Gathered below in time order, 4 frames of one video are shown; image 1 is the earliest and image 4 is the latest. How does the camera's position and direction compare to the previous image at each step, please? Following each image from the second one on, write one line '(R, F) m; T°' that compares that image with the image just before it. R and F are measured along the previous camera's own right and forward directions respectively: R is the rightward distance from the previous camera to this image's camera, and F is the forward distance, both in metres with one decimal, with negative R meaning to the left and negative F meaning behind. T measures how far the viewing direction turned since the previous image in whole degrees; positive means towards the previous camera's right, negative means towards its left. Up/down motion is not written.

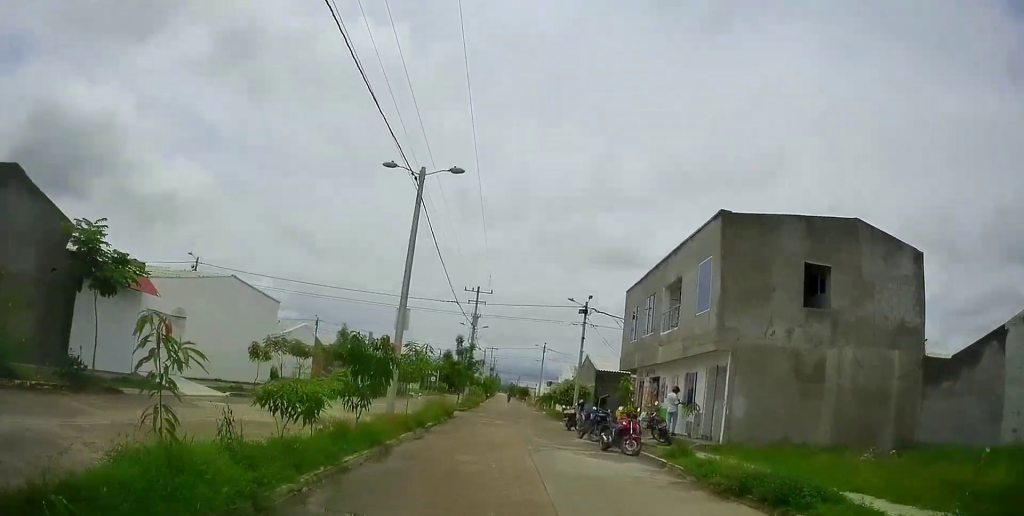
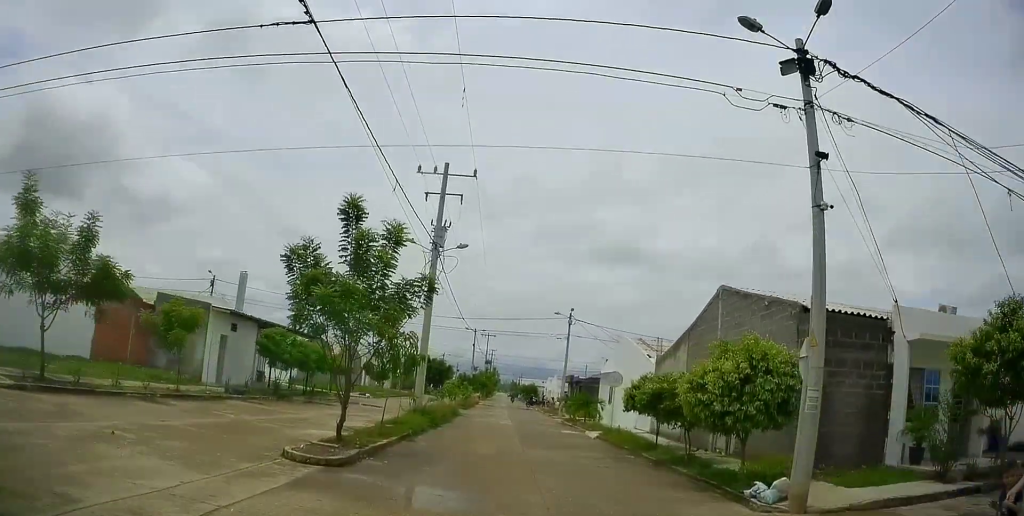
(-0.6, +31.5) m; +2°
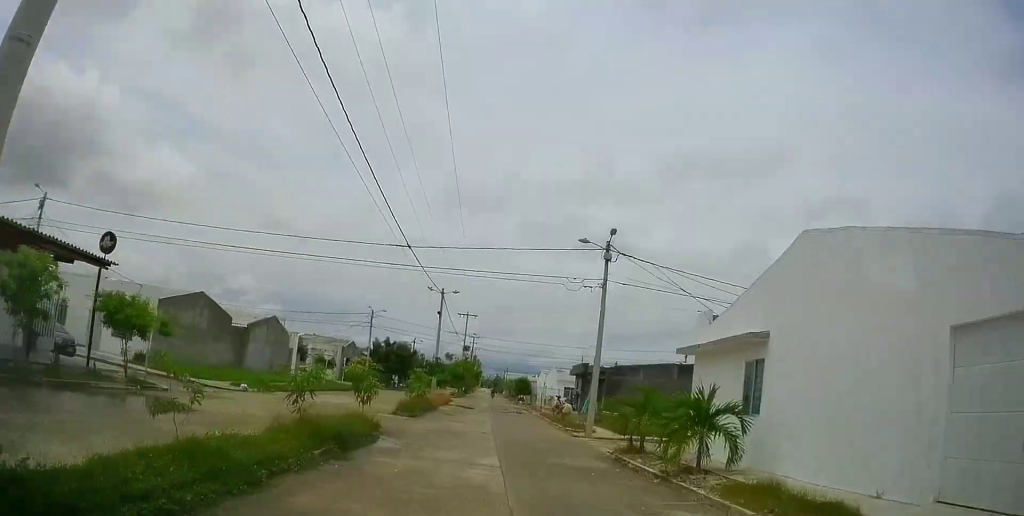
(+0.2, +17.4) m; +1°
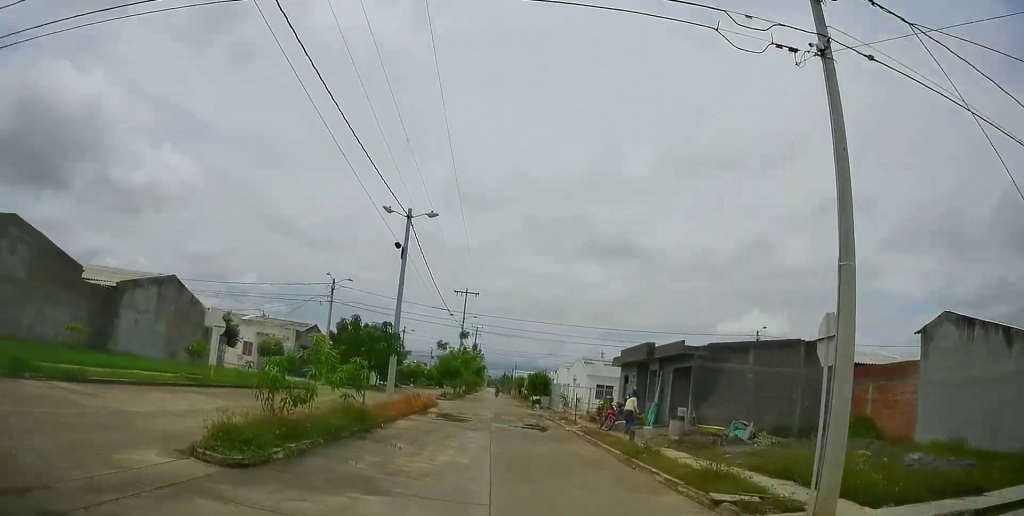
(-0.2, +18.5) m; -3°
